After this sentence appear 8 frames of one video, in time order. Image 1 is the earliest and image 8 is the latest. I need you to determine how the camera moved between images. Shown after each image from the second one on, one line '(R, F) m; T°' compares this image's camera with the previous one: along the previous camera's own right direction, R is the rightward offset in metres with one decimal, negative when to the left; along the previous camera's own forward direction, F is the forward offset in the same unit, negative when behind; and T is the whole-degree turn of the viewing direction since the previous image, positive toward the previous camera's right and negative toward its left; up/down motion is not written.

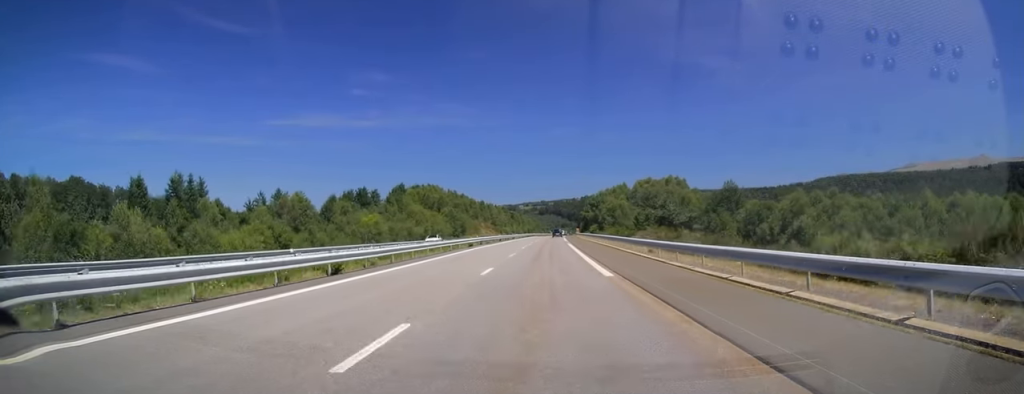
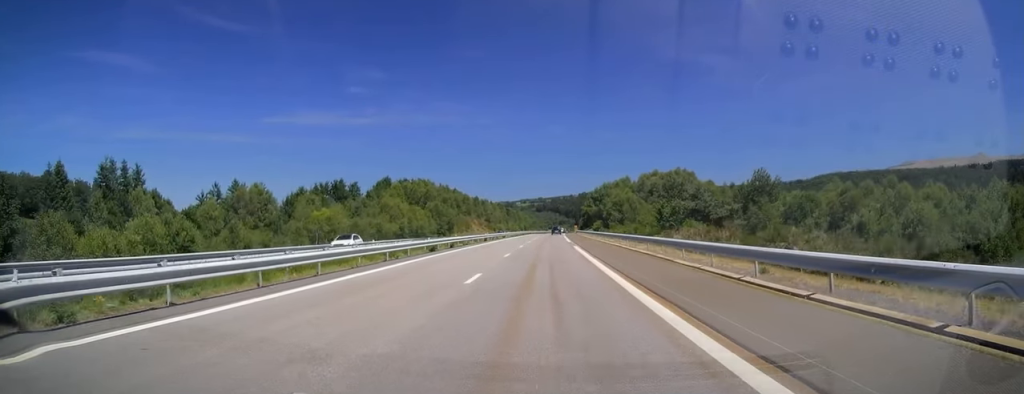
(0.0, +15.5) m; 0°
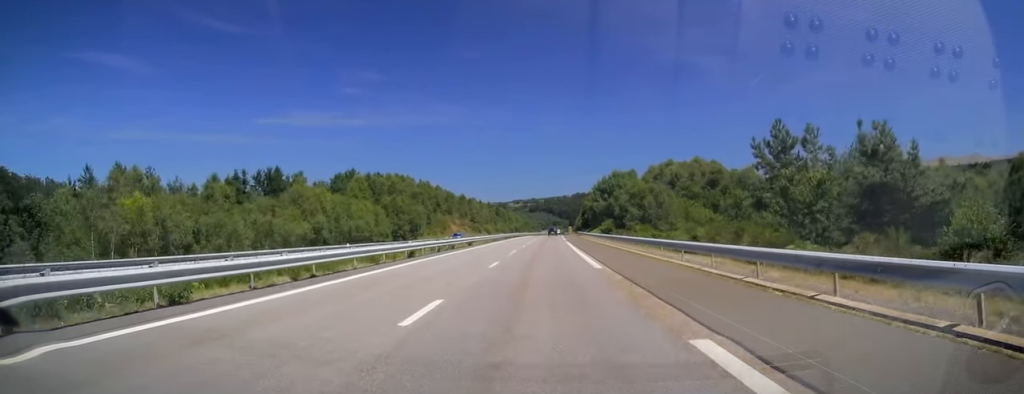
(+0.3, +30.5) m; +1°
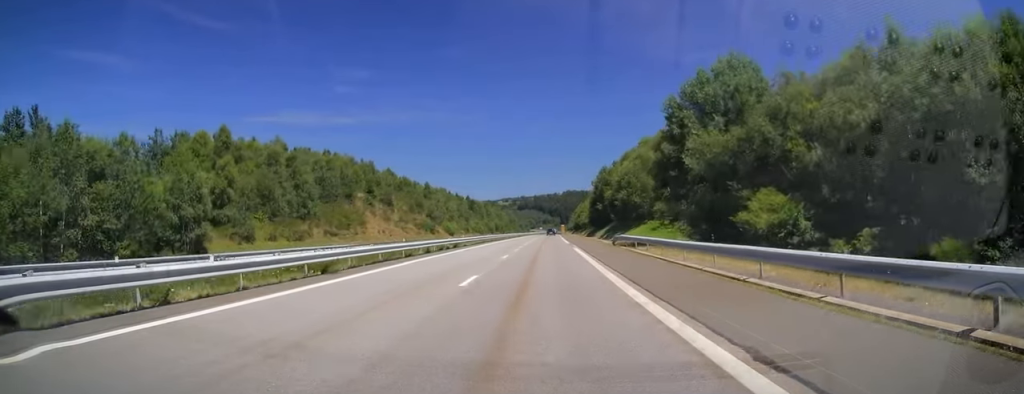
(+1.2, +70.6) m; +1°
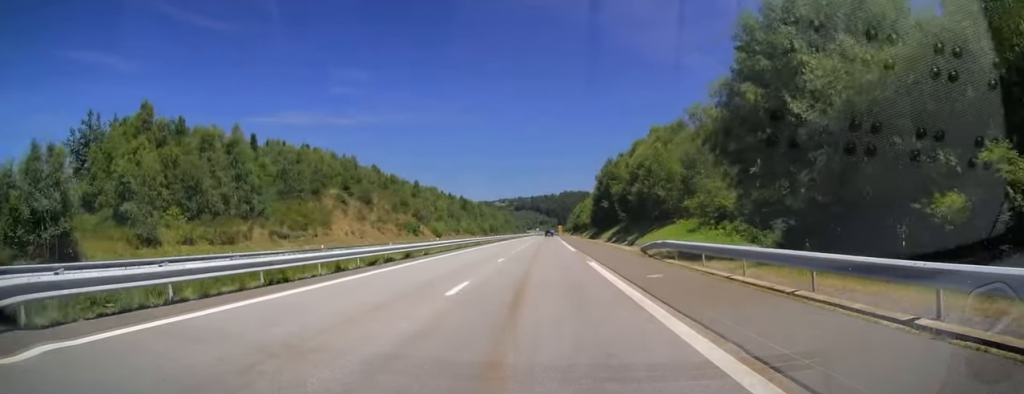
(-0.1, +14.7) m; 0°
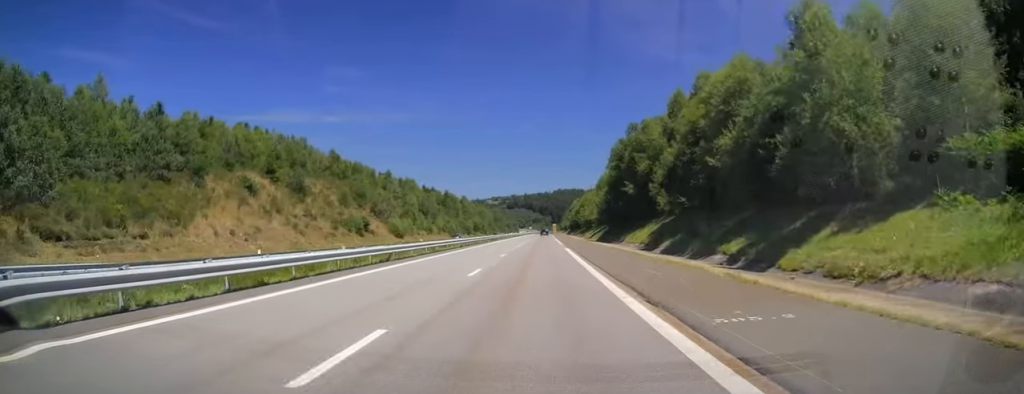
(+0.1, +33.1) m; +1°
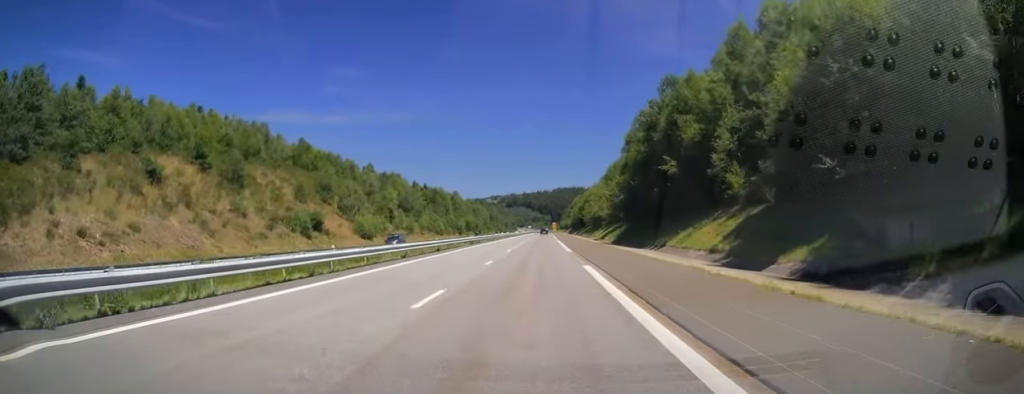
(+0.4, +20.4) m; +1°
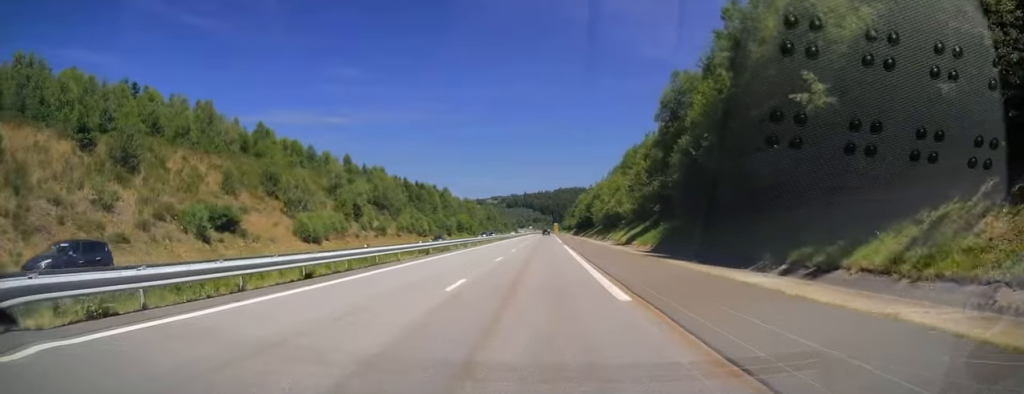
(-0.3, +22.6) m; -1°
